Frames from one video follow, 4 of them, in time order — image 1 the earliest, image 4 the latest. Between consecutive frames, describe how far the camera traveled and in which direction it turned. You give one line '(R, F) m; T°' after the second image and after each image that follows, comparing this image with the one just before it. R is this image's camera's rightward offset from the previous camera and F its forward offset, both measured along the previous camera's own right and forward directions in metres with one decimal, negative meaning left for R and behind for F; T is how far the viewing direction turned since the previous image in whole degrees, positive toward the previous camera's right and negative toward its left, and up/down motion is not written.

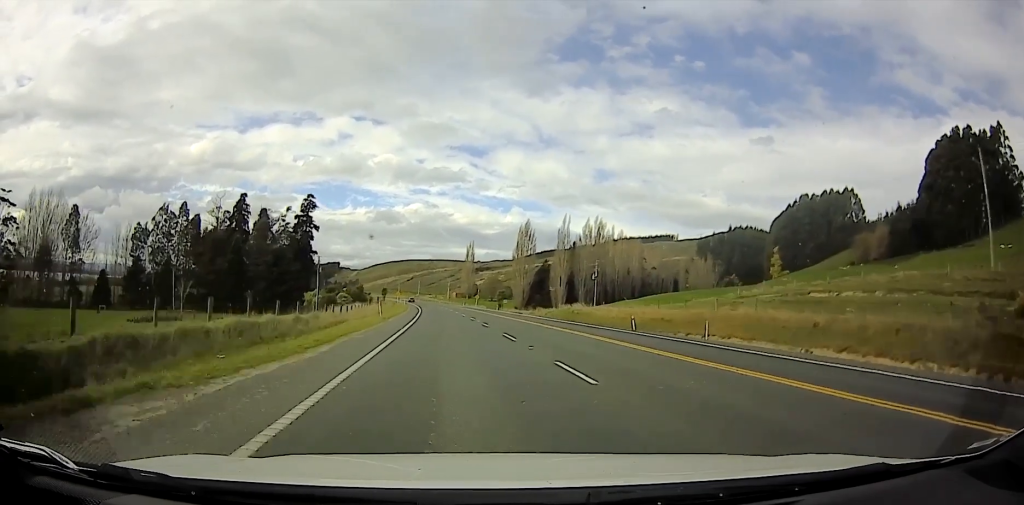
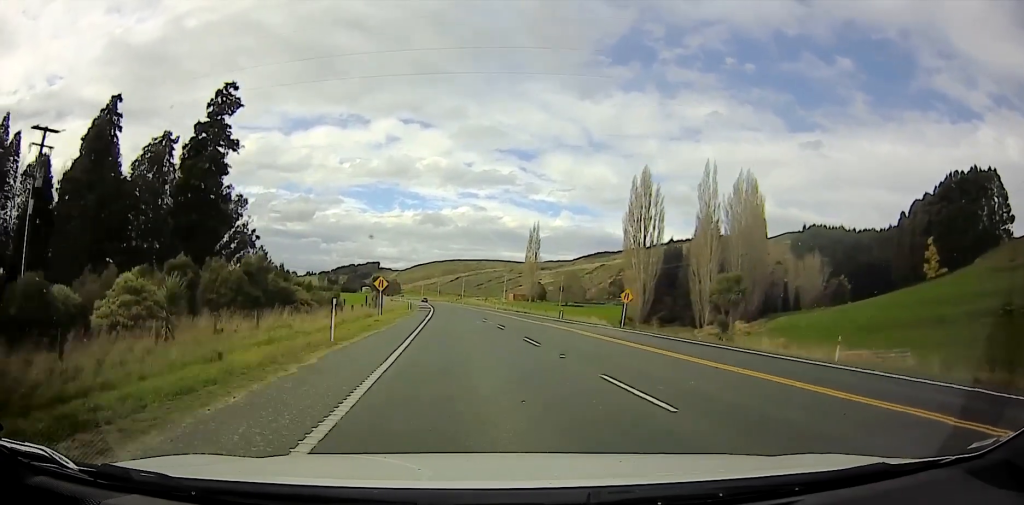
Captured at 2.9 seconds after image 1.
(-1.7, +67.6) m; 0°
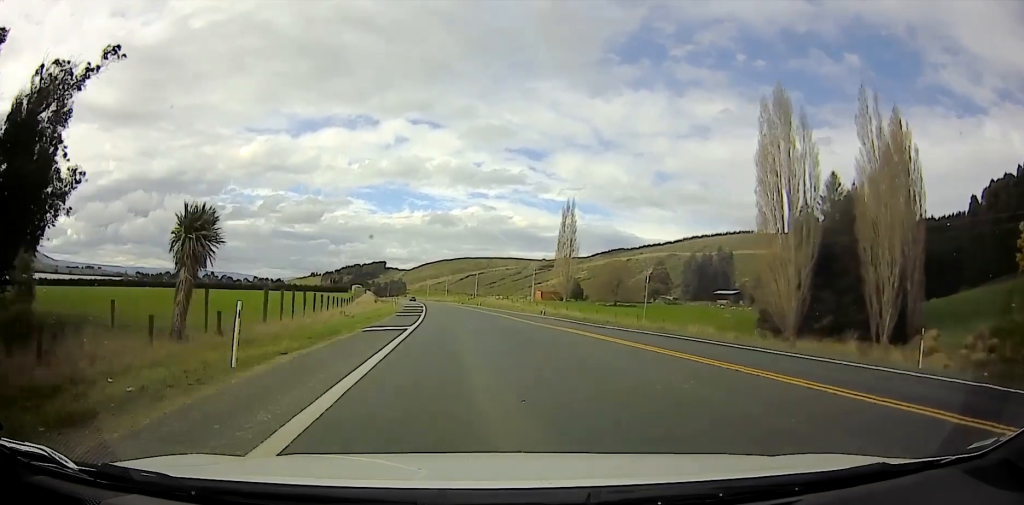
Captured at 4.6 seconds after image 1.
(-0.4, +43.0) m; -2°
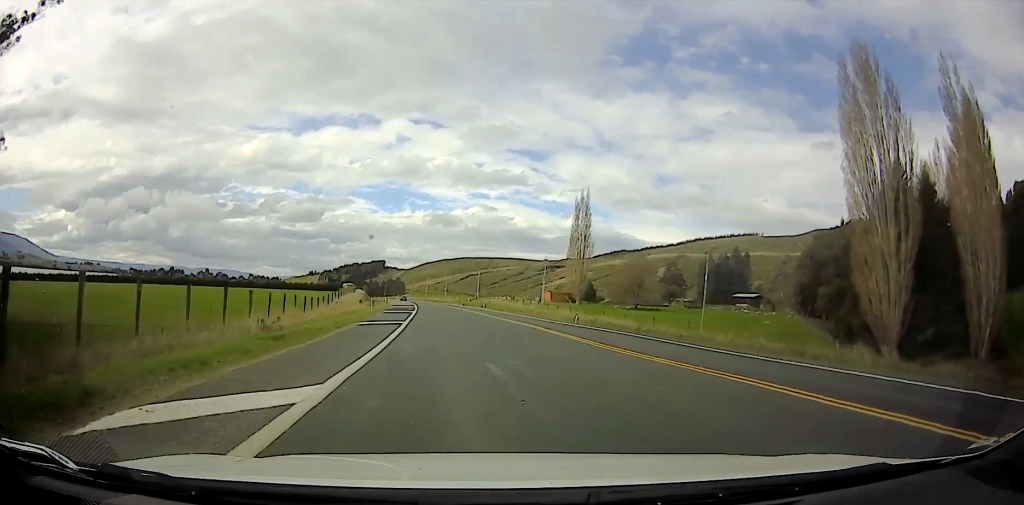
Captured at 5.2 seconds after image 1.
(-0.3, +17.9) m; -1°
